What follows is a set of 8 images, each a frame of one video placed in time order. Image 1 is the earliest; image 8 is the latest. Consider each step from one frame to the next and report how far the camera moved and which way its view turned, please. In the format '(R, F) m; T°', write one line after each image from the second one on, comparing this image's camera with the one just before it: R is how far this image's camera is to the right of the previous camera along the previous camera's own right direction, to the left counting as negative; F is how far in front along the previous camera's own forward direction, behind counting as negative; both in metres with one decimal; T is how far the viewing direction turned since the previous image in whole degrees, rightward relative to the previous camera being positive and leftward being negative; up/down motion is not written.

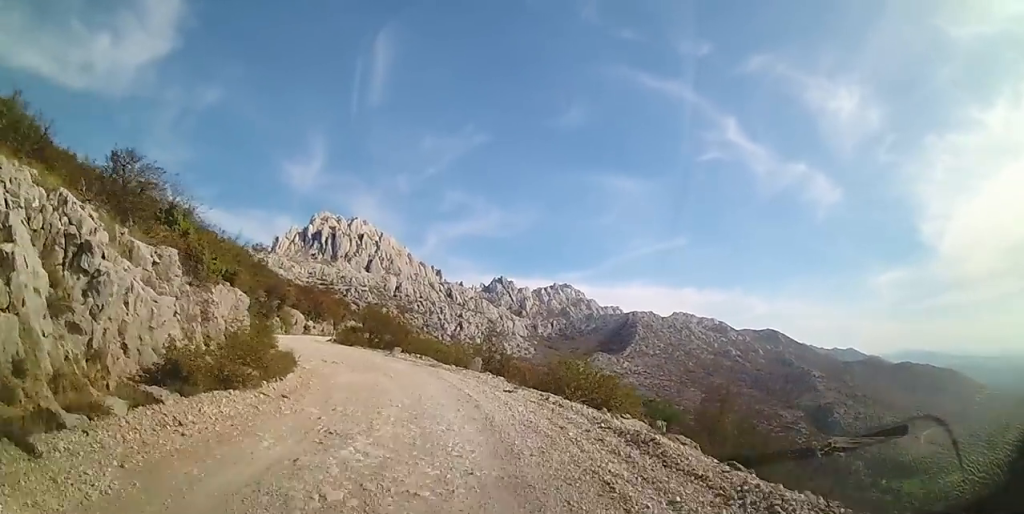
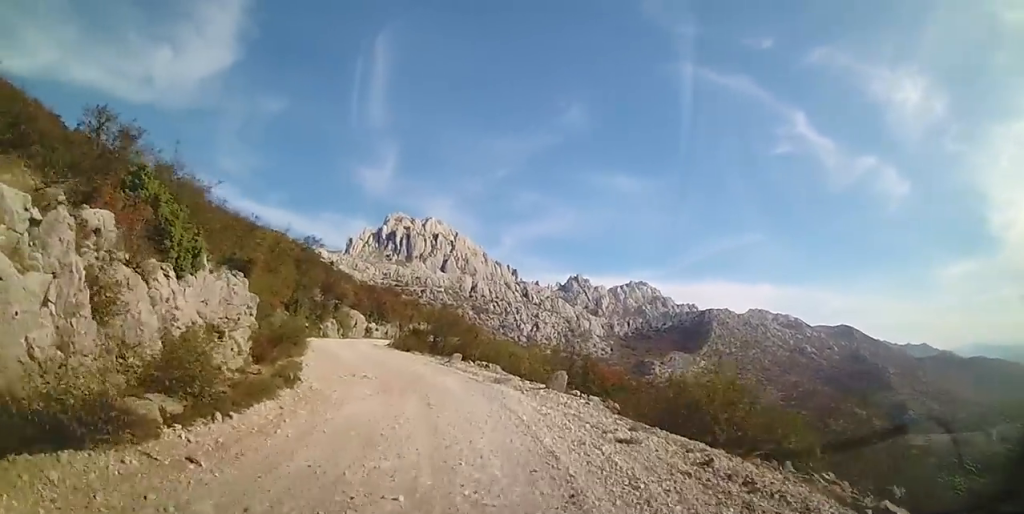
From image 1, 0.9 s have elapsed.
(0.0, +5.2) m; -6°
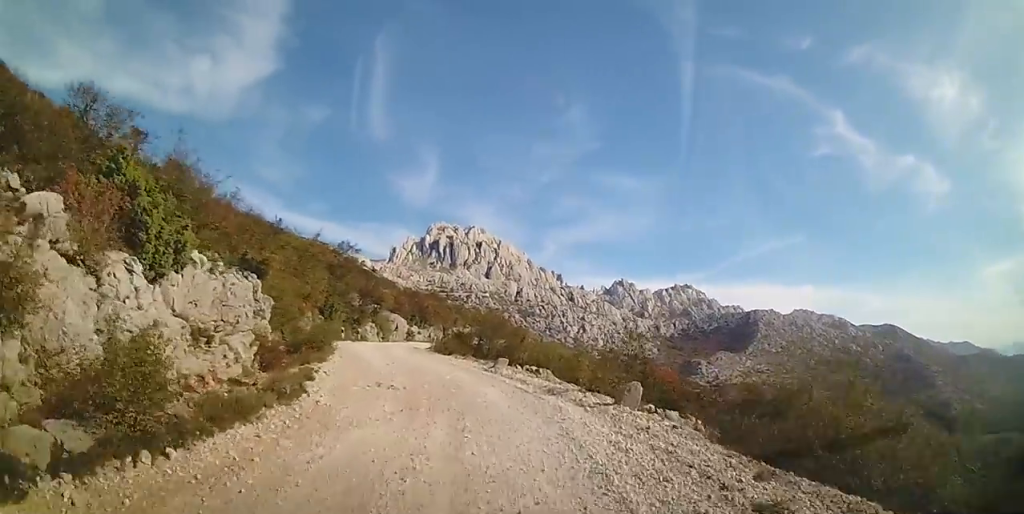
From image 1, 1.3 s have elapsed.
(-0.3, +2.4) m; -4°
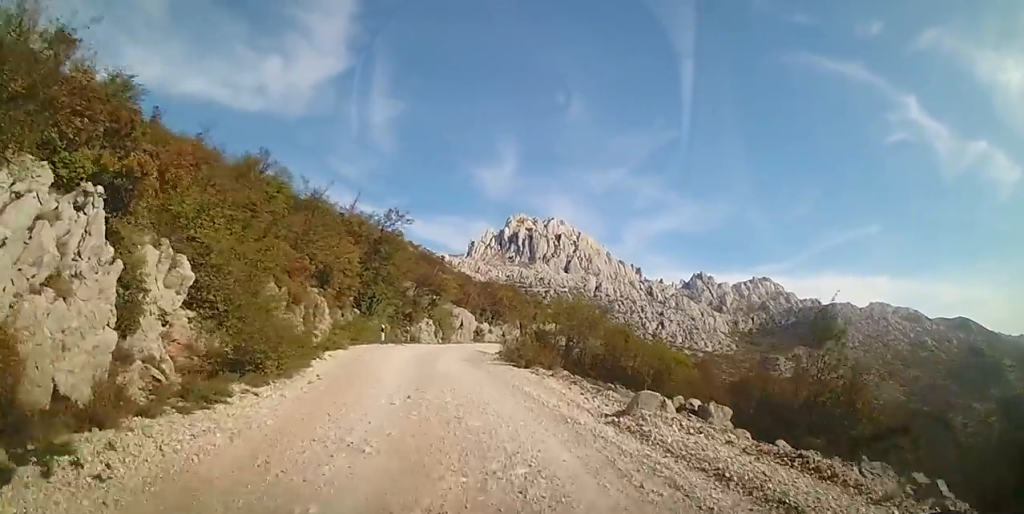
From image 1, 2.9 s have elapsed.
(-1.2, +9.8) m; -10°
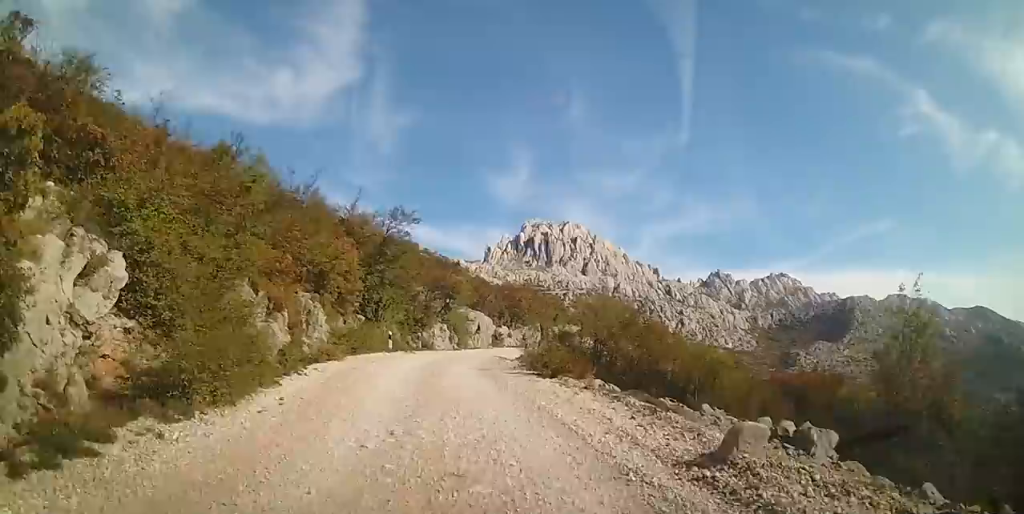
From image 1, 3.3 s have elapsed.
(0.0, +2.8) m; -2°
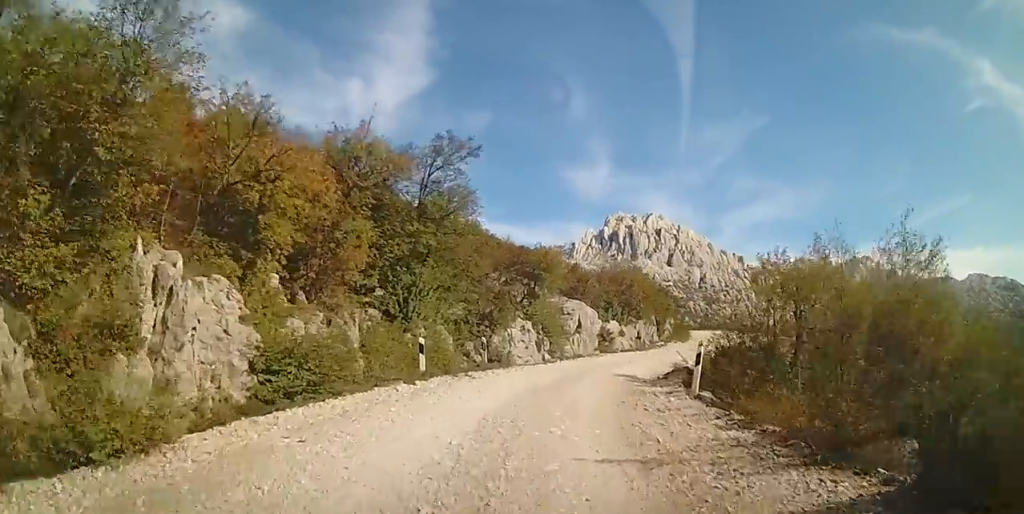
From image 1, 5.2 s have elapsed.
(-0.9, +12.1) m; -4°
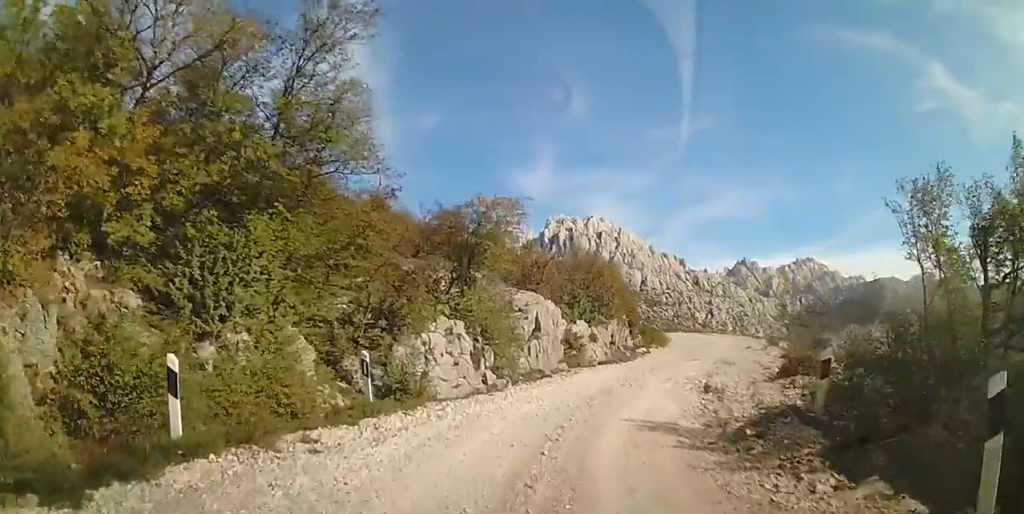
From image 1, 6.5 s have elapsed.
(+0.3, +8.3) m; +7°
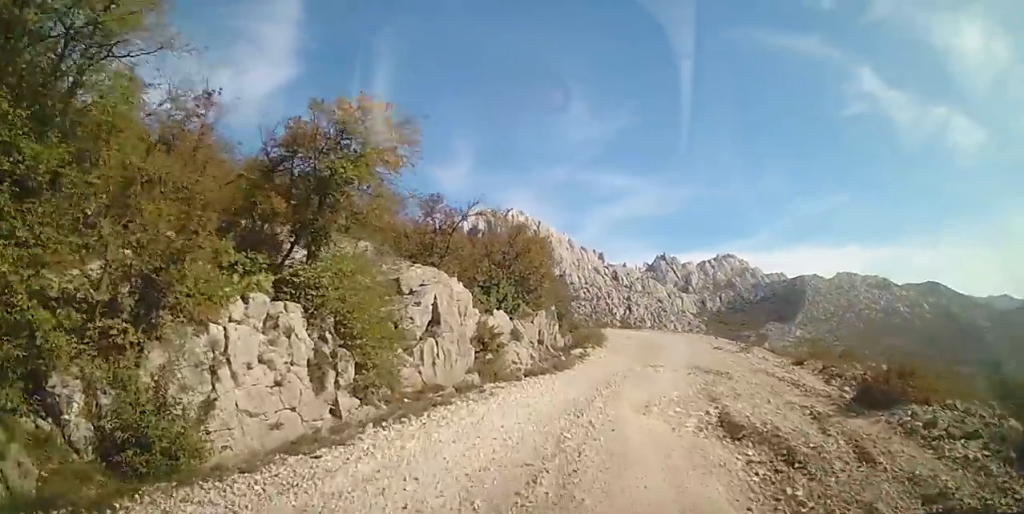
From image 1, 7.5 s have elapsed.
(+0.4, +5.4) m; +9°
